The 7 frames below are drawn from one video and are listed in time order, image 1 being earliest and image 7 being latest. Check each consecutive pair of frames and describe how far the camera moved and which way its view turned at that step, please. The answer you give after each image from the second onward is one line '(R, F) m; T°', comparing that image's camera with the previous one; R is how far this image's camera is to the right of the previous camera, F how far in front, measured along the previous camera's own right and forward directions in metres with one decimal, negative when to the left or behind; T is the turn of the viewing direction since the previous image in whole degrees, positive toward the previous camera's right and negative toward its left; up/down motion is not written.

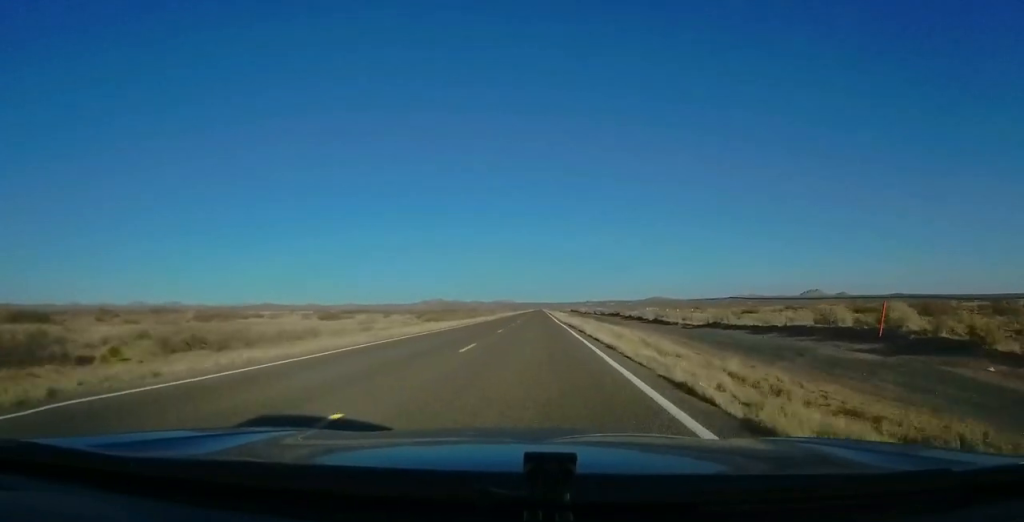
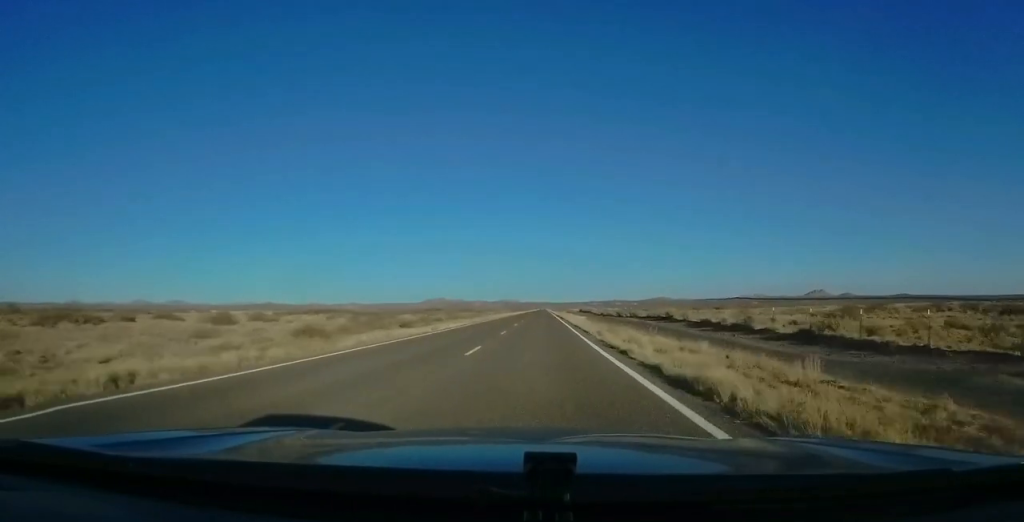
(-0.6, +38.4) m; -1°
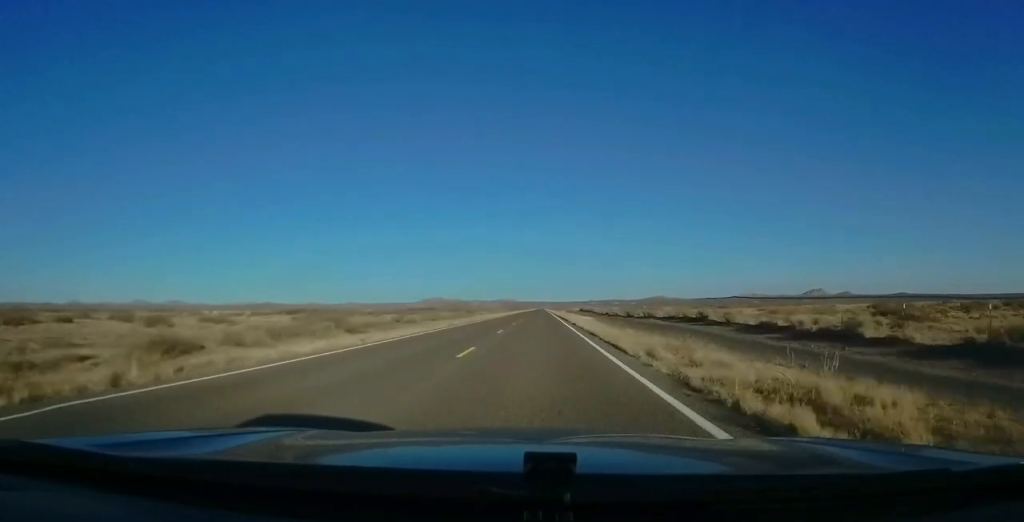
(-0.1, +13.7) m; +1°
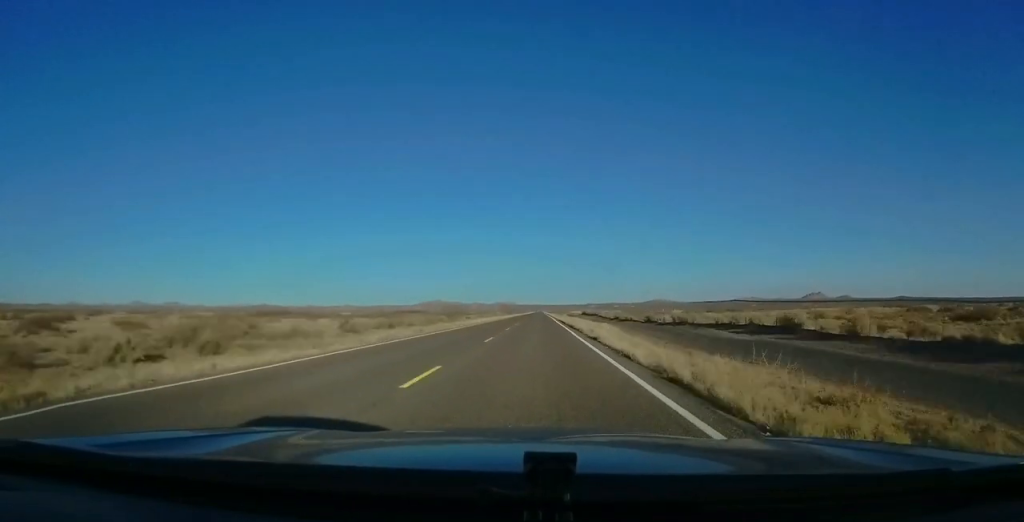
(+0.2, +18.1) m; 0°
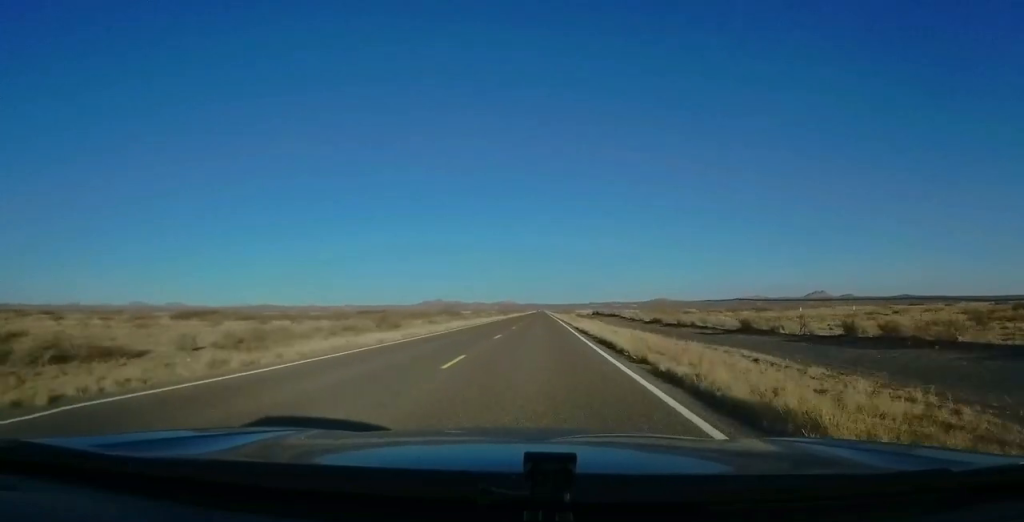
(-0.4, +34.5) m; 0°
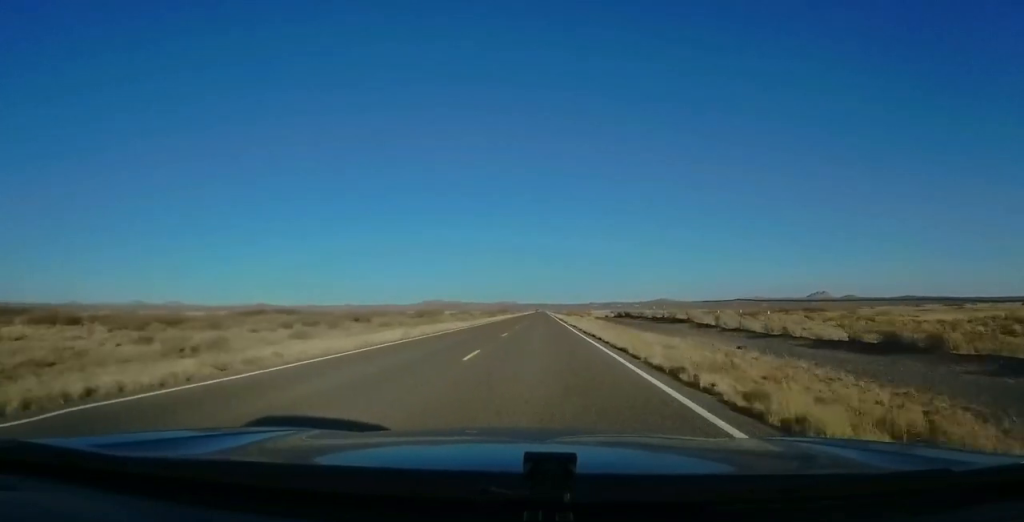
(+0.8, +49.0) m; +1°
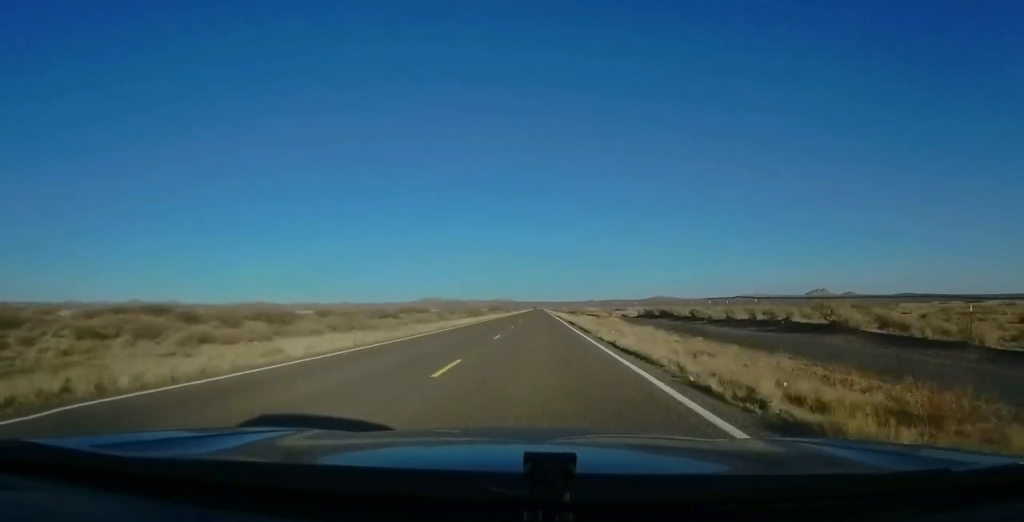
(0.0, +28.7) m; 0°
